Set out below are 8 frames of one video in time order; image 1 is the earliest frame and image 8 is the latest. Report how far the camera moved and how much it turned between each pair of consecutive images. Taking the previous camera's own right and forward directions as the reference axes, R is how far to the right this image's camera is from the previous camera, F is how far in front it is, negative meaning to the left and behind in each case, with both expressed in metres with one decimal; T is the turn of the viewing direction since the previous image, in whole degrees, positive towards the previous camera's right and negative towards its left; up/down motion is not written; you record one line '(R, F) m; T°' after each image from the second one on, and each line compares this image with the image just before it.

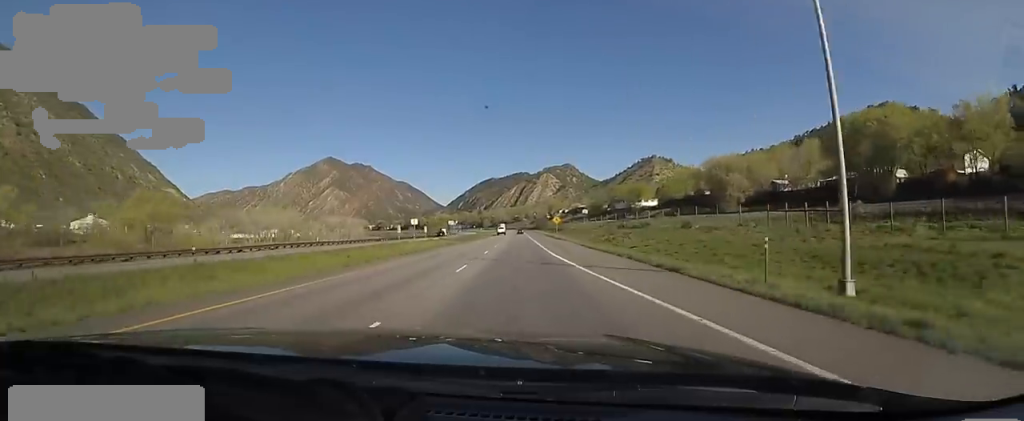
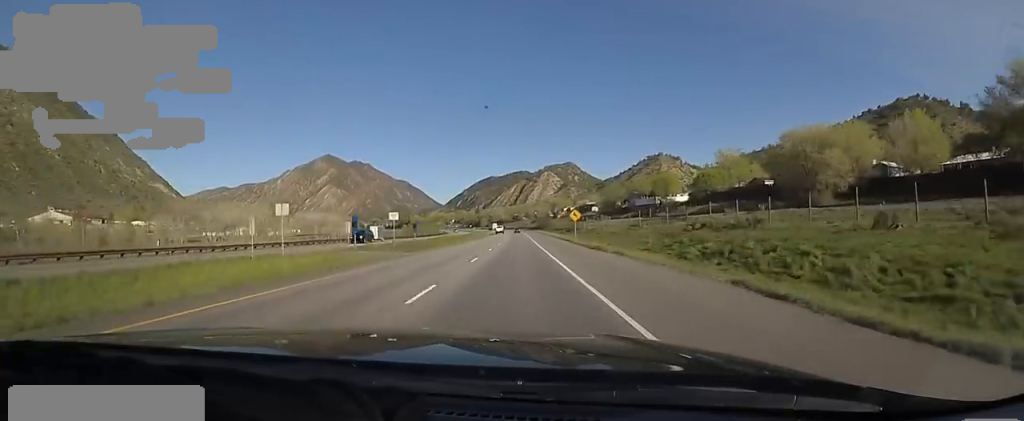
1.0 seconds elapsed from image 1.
(-0.6, +31.2) m; 0°
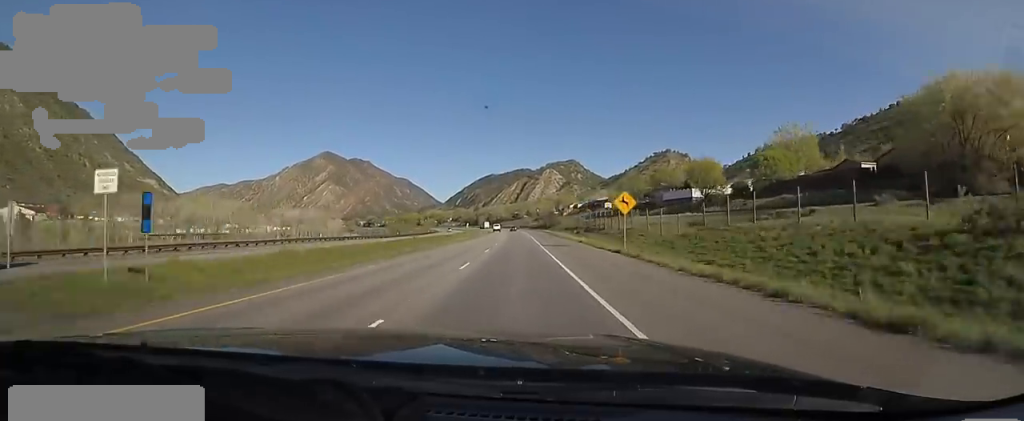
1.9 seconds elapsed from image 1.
(+0.6, +28.1) m; 0°
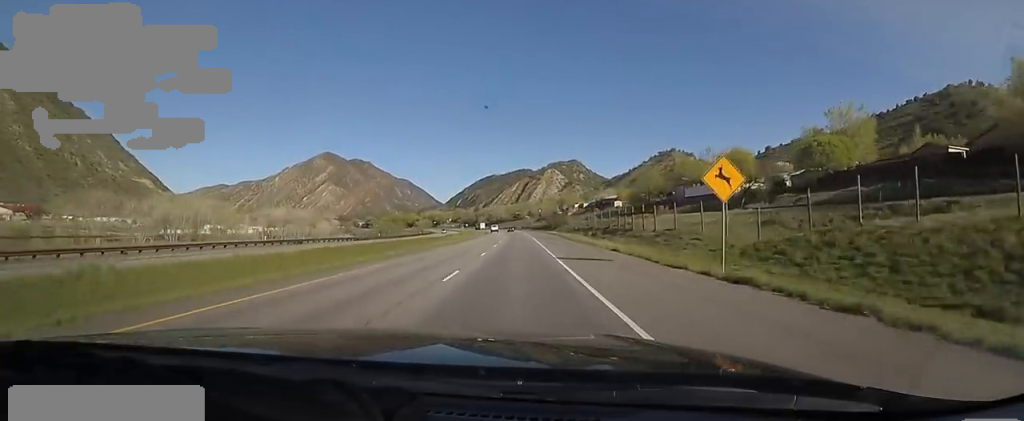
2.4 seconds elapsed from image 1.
(-0.3, +15.8) m; -1°
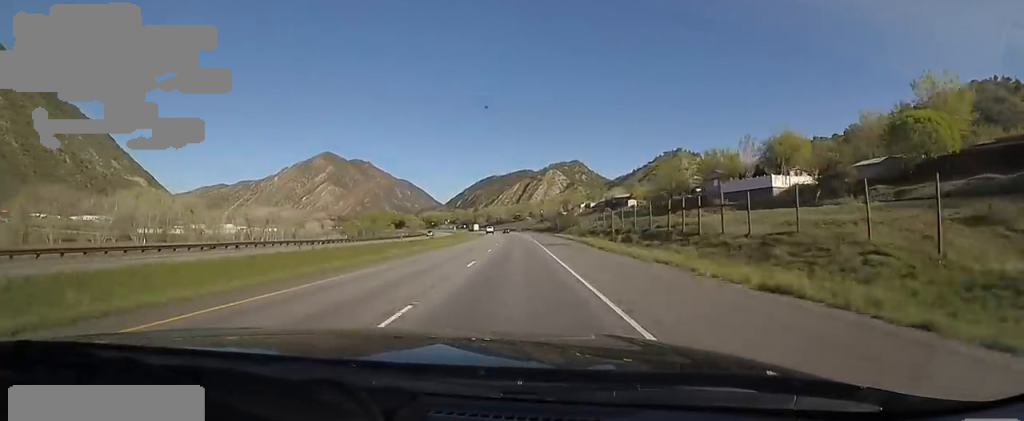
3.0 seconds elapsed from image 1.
(-0.2, +19.0) m; -1°
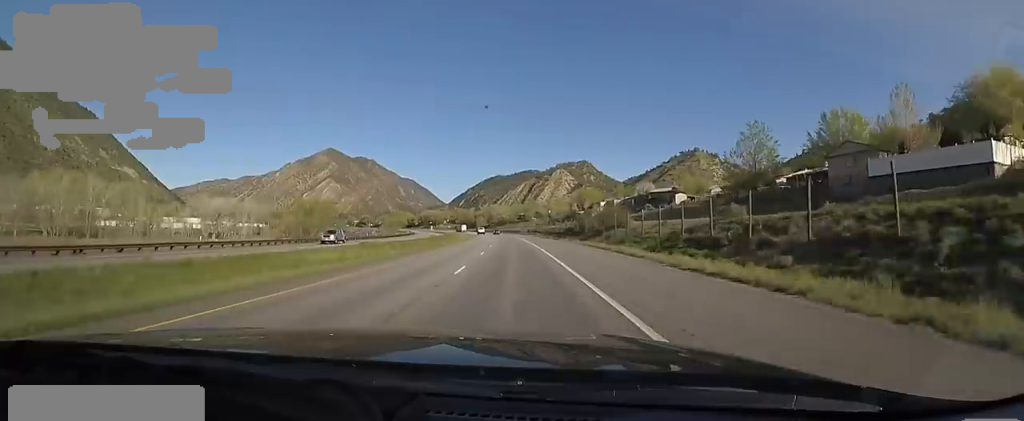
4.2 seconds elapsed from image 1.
(0.0, +39.1) m; -1°
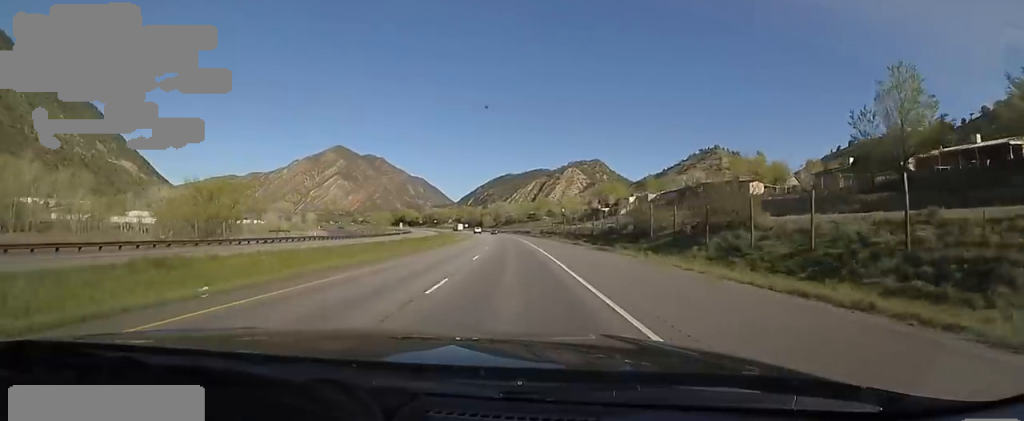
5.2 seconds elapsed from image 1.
(-0.2, +29.5) m; -2°
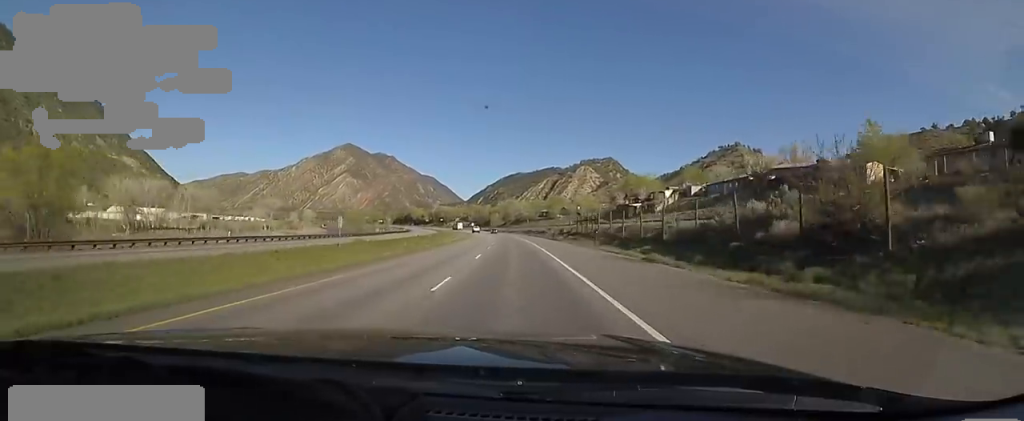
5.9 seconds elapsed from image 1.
(-1.0, +24.1) m; 0°
